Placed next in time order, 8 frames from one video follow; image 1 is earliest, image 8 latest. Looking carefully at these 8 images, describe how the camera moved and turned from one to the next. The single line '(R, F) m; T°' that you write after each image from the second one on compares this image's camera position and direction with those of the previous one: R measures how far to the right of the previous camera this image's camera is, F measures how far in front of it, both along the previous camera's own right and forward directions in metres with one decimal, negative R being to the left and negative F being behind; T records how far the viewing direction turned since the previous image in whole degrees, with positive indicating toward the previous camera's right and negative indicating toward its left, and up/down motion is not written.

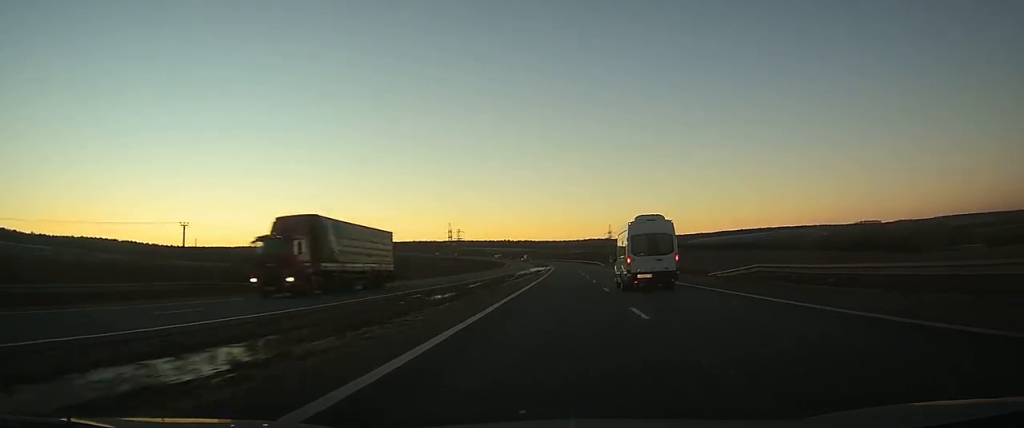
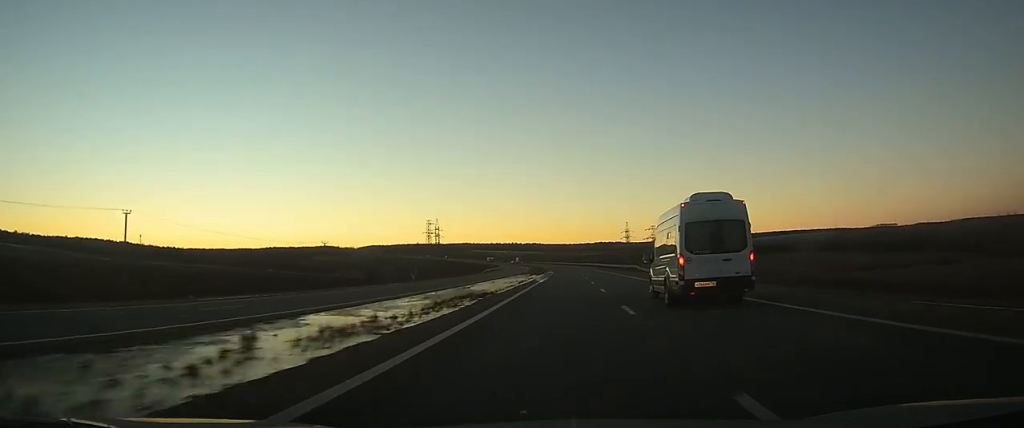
(-0.4, +69.5) m; -1°
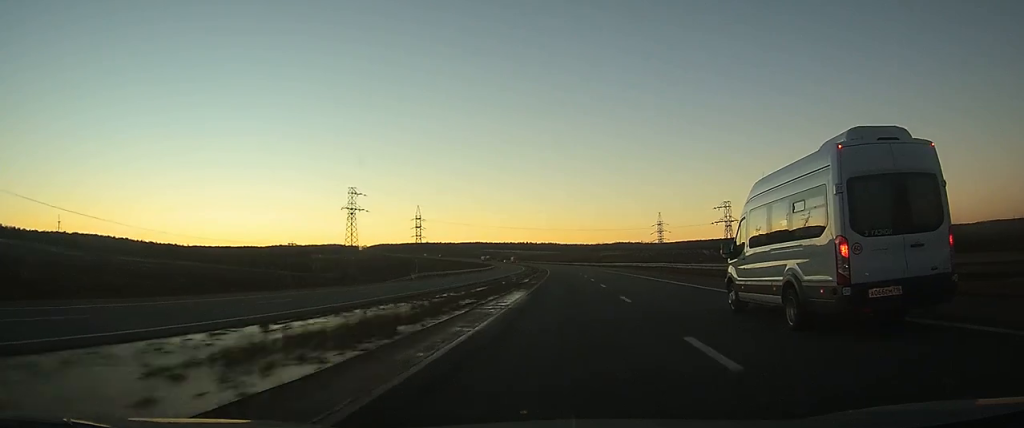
(-0.5, +79.8) m; -1°
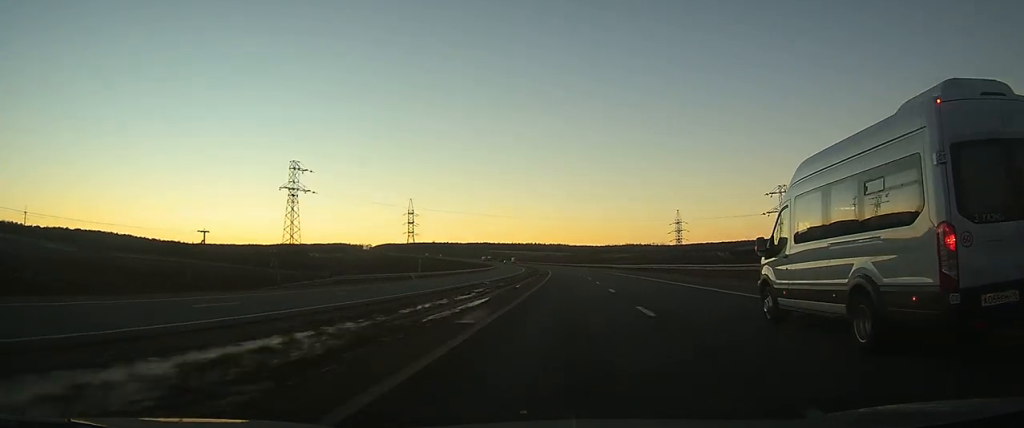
(-0.3, +28.7) m; -1°
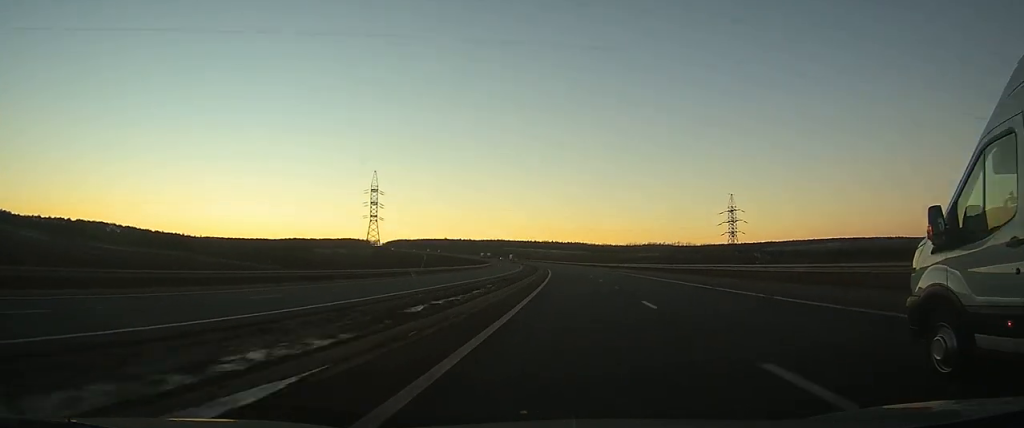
(-1.3, +68.8) m; -2°
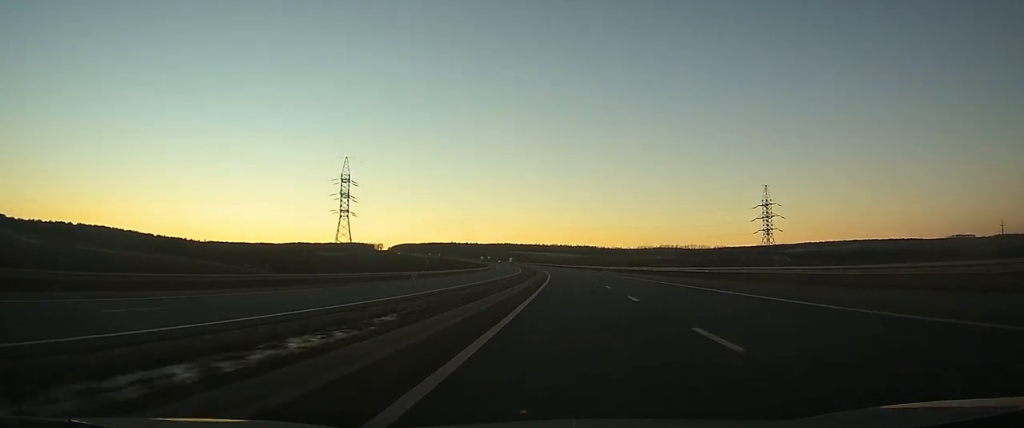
(-0.3, +31.3) m; -1°
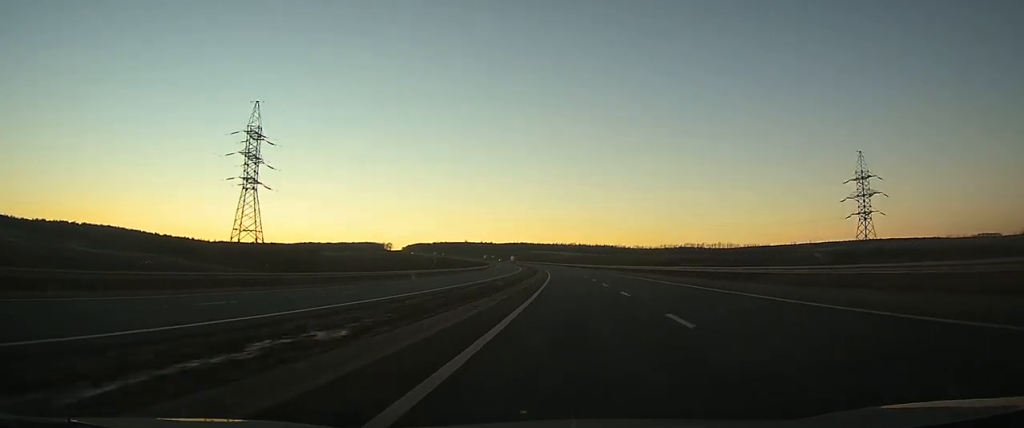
(-0.6, +55.6) m; -1°
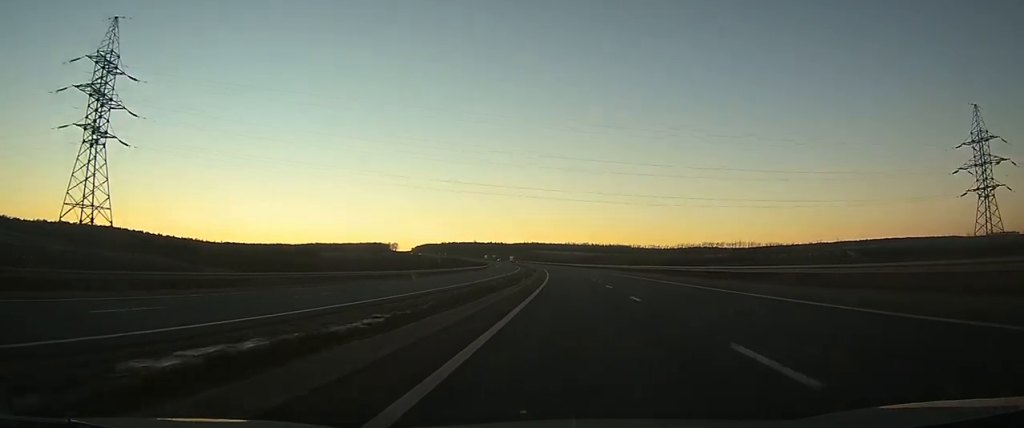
(-0.2, +41.0) m; -1°
